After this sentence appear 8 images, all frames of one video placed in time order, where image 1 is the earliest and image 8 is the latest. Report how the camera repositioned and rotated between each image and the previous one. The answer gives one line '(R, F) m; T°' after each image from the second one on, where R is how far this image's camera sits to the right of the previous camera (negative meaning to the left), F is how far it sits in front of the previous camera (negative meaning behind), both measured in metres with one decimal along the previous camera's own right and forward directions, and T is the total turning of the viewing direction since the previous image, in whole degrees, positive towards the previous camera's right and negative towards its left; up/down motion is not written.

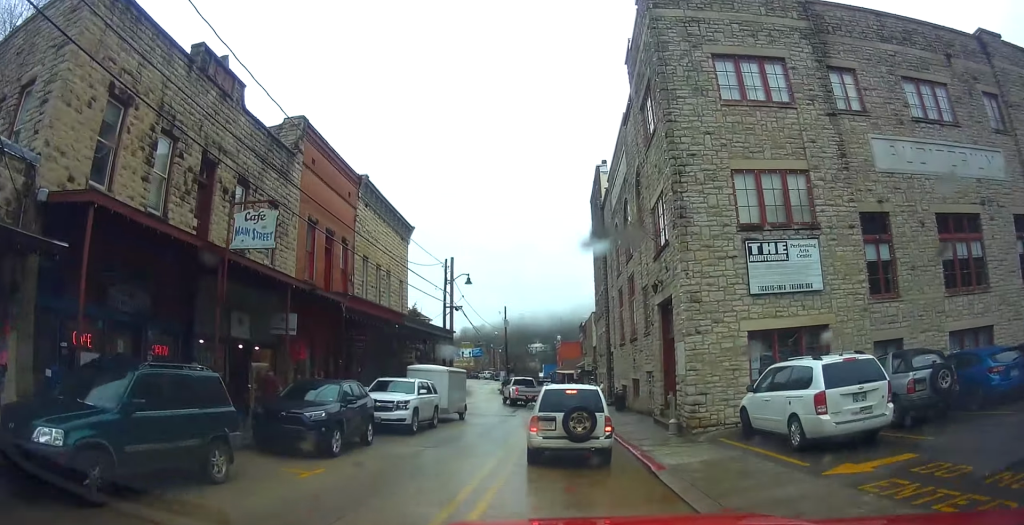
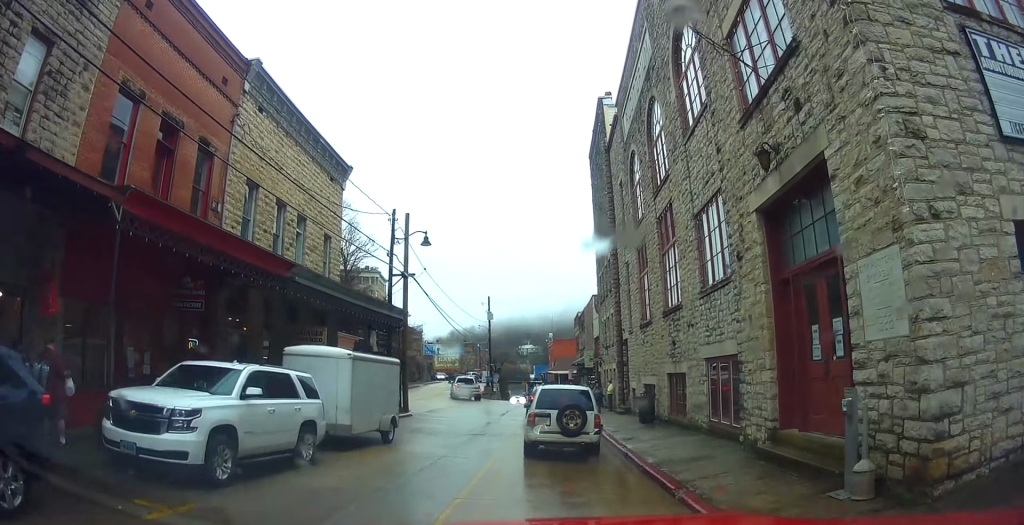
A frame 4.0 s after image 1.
(0.0, +10.4) m; -4°
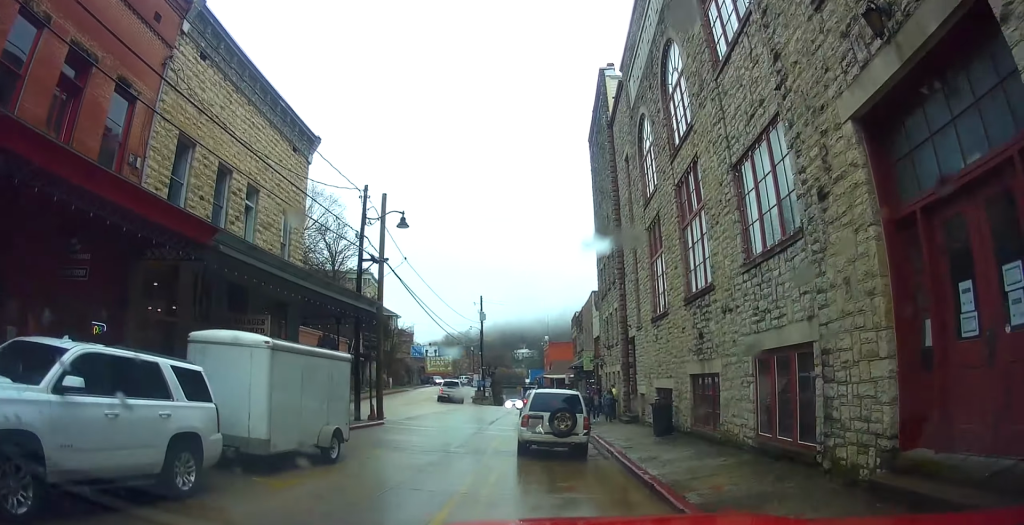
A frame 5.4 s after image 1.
(-0.3, +3.8) m; -1°
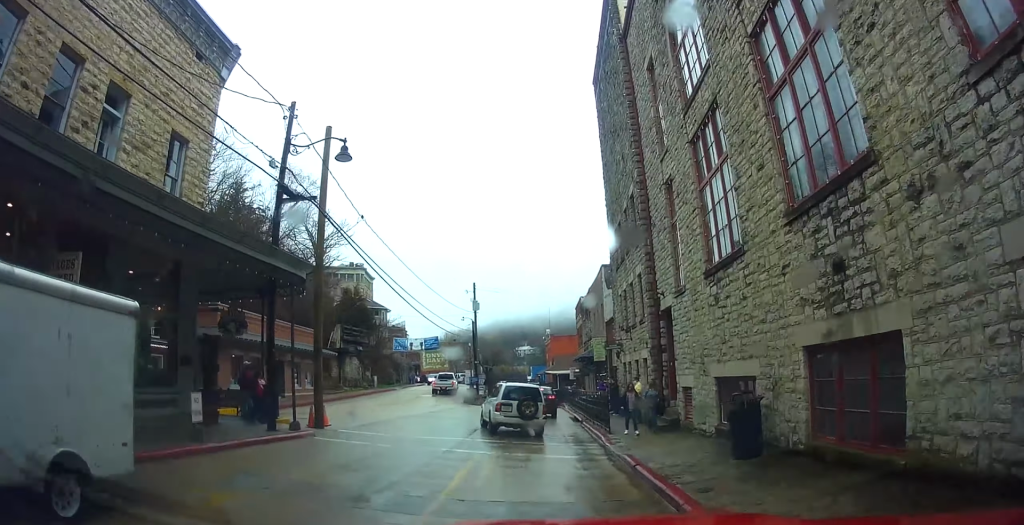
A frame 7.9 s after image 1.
(0.0, +7.1) m; +3°
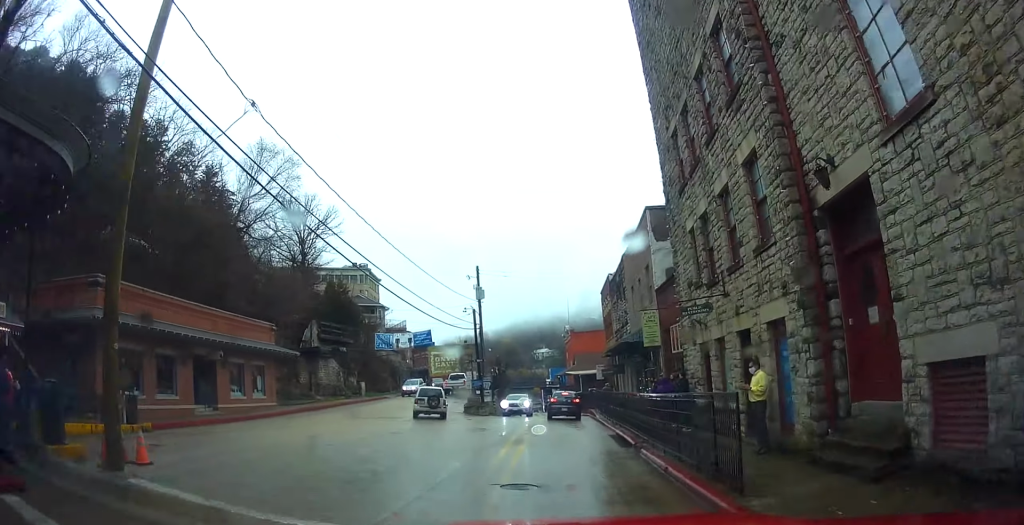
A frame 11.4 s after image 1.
(+0.8, +11.0) m; 0°
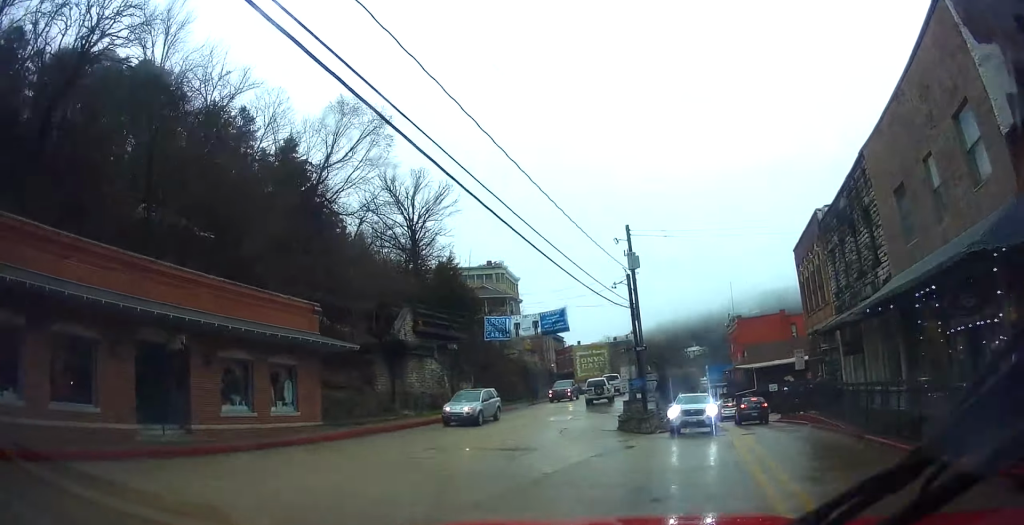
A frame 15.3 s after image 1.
(-1.5, +14.6) m; -12°
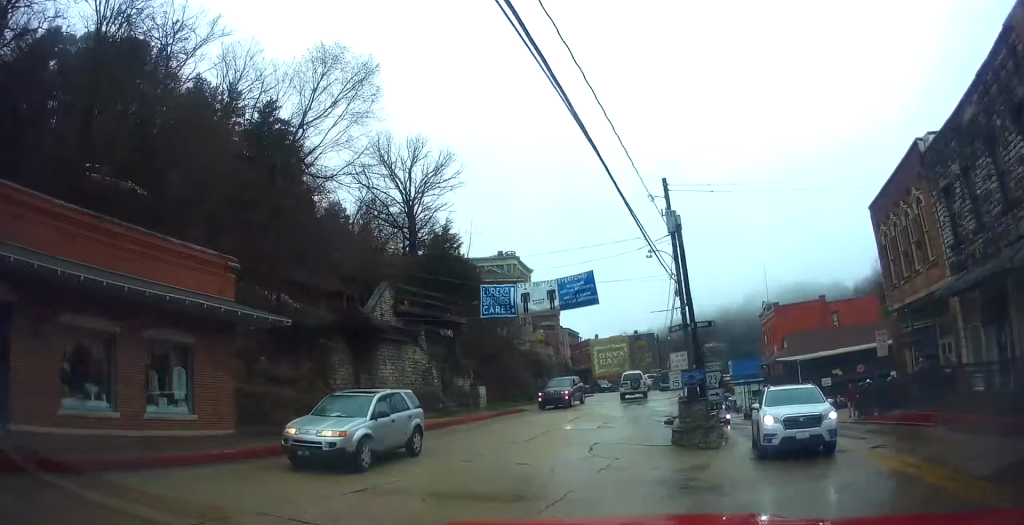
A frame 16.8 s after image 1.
(-0.3, +6.9) m; 0°
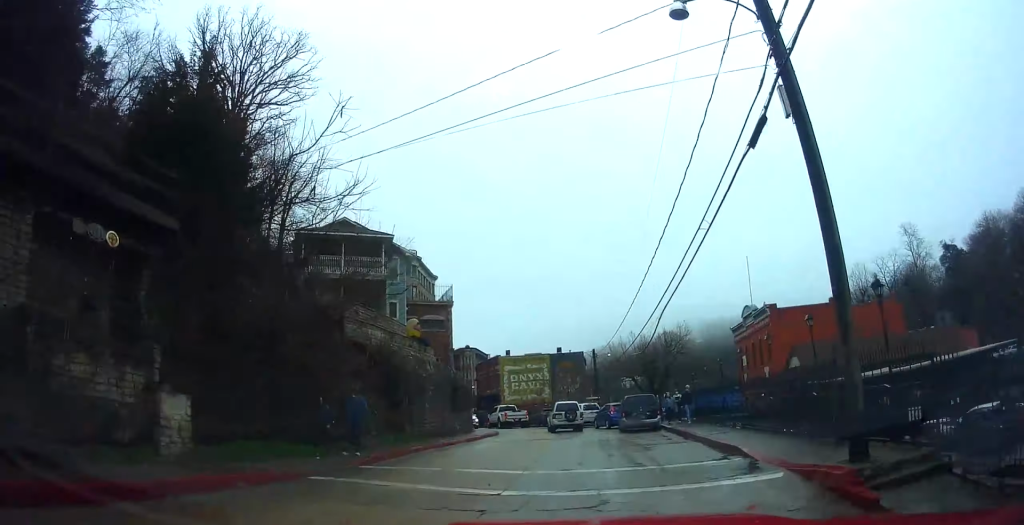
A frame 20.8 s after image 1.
(+0.1, +19.1) m; +5°
